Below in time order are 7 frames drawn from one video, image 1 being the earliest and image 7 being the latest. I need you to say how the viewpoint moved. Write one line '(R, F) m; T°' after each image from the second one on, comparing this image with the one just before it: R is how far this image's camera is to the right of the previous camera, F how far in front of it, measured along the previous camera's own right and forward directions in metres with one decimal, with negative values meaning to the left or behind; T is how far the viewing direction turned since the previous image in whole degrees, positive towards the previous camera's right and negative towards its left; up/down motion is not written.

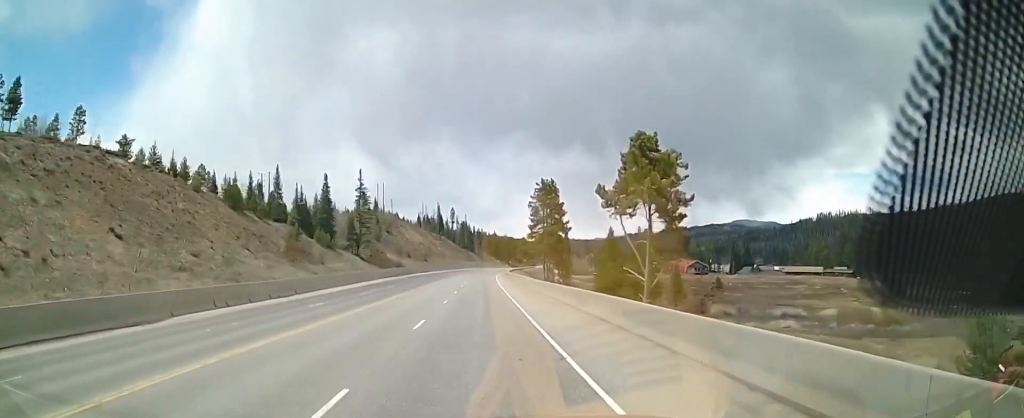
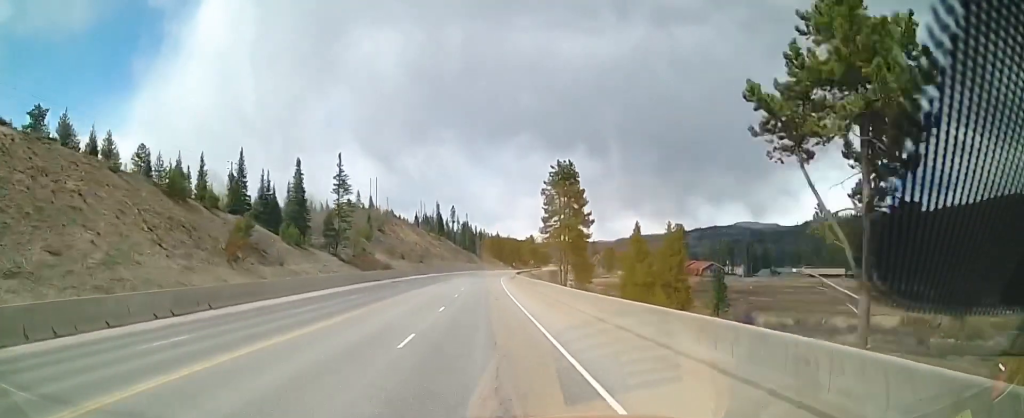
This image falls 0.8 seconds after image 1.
(-0.2, +15.5) m; 0°
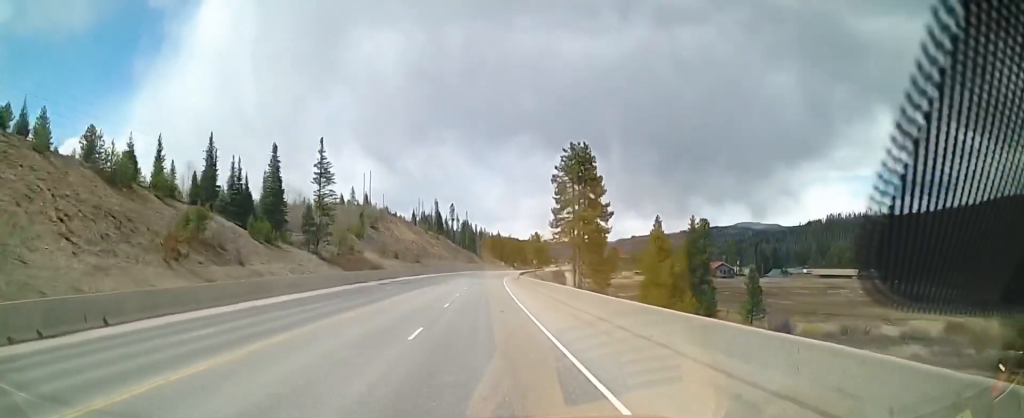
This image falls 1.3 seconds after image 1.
(-0.2, +9.6) m; +1°
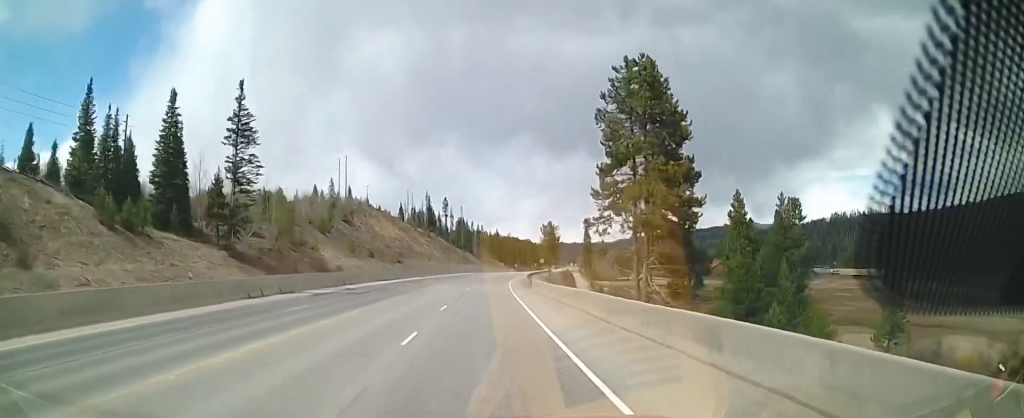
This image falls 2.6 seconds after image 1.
(+0.7, +24.7) m; 0°
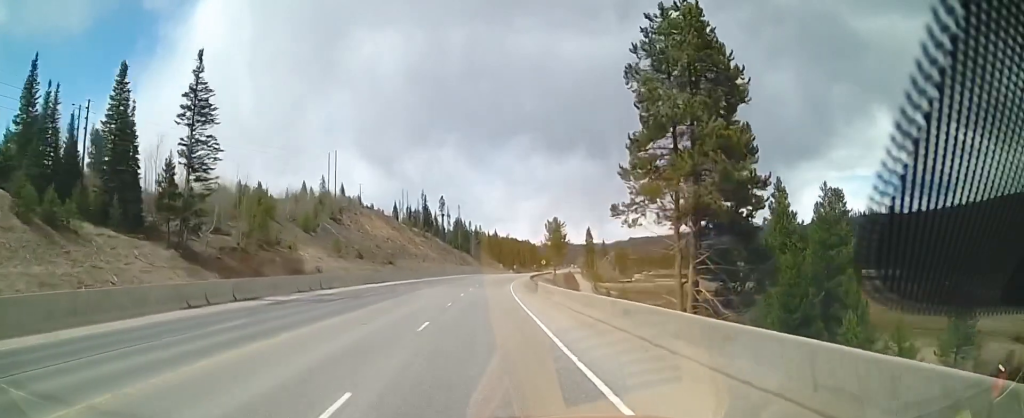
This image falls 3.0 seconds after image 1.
(-0.3, +7.7) m; 0°
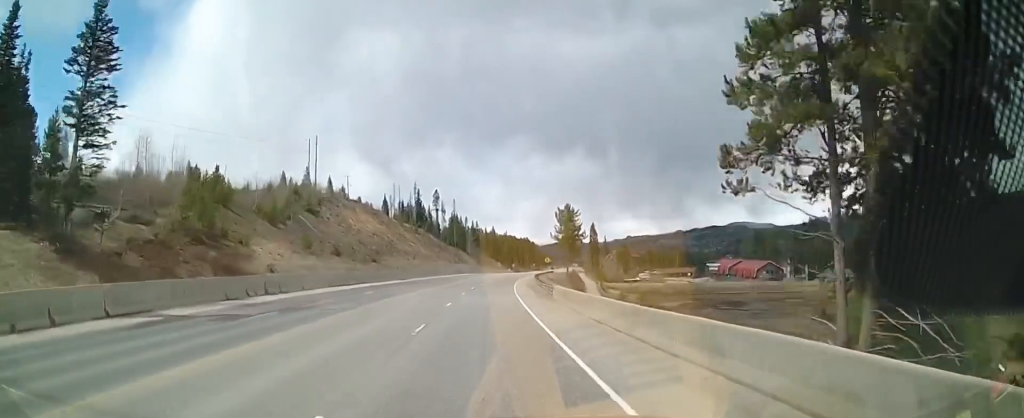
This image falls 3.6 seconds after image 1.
(-0.3, +12.8) m; +1°
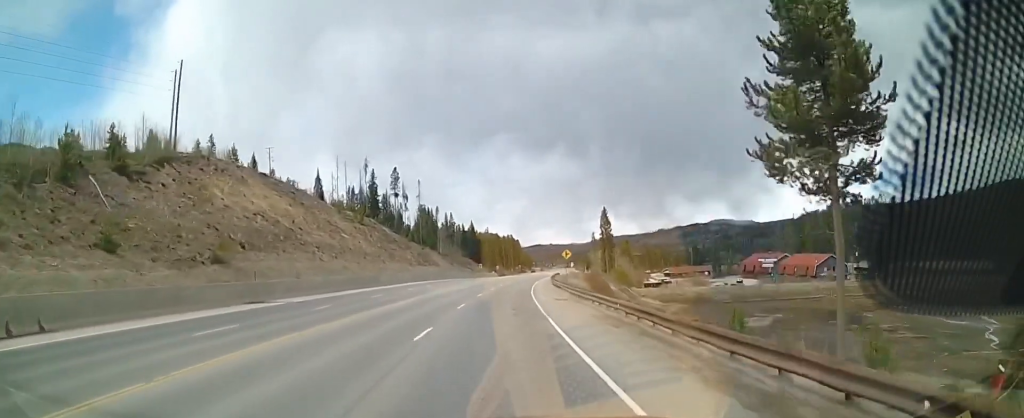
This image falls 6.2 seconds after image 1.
(+2.5, +48.0) m; +2°
